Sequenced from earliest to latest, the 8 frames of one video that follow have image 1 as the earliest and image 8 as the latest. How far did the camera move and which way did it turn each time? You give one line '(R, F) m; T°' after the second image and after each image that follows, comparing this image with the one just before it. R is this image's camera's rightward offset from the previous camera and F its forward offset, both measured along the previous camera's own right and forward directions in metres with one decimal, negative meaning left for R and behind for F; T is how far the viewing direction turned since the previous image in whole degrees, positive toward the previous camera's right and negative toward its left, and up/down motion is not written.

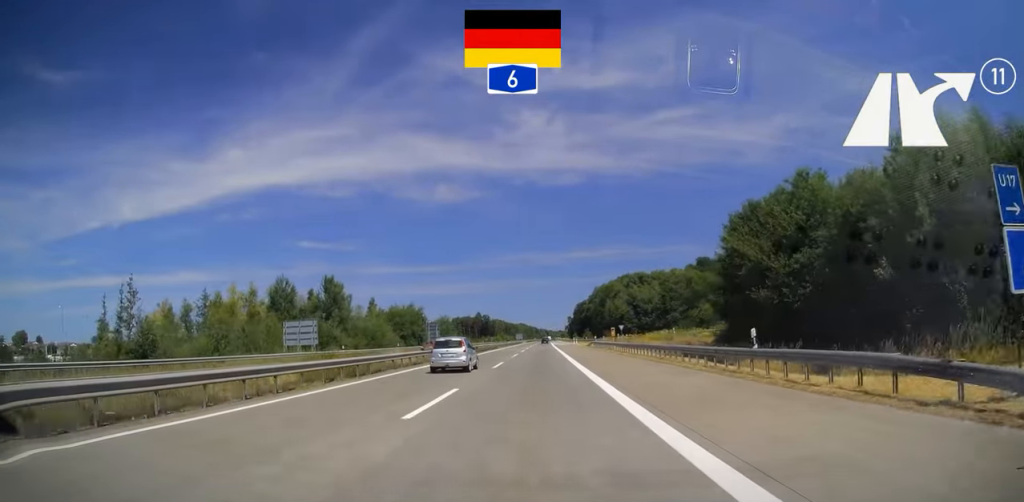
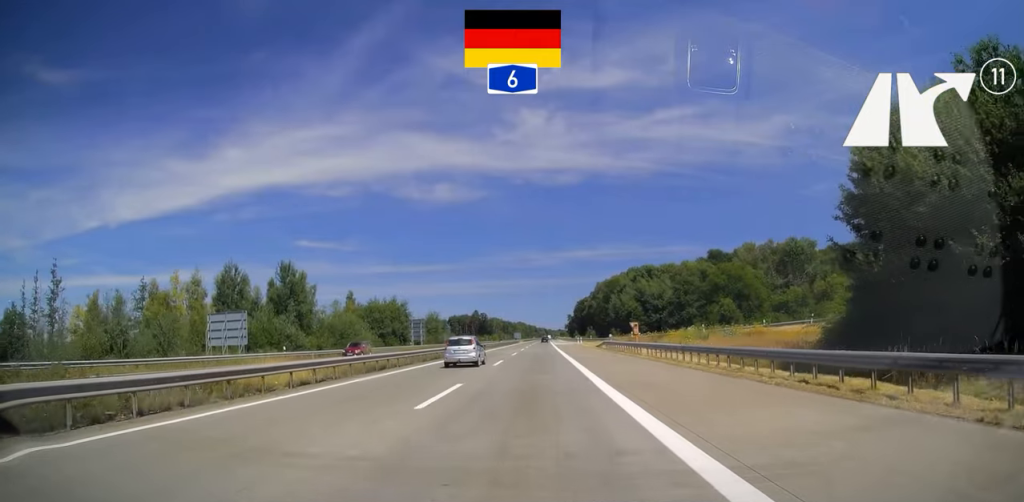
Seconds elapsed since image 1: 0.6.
(0.0, +16.6) m; 0°
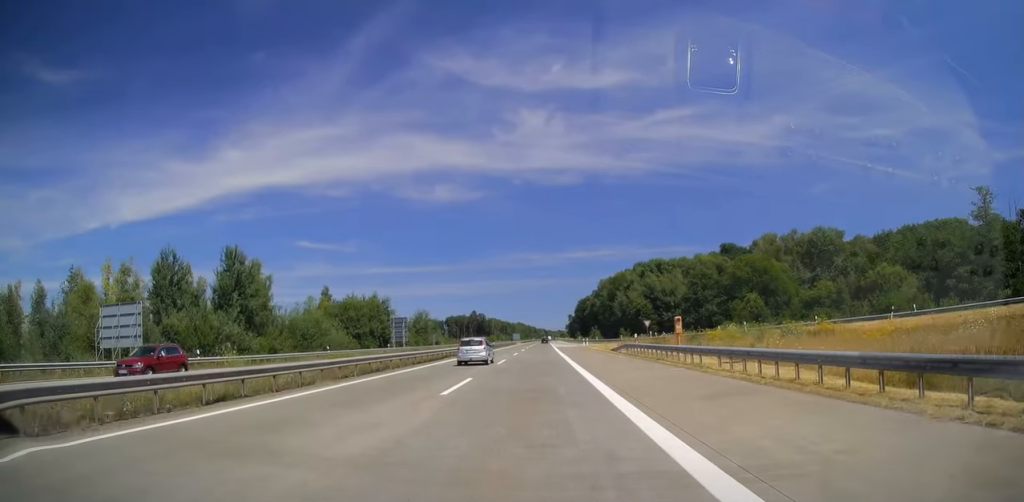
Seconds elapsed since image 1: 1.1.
(0.0, +15.1) m; 0°
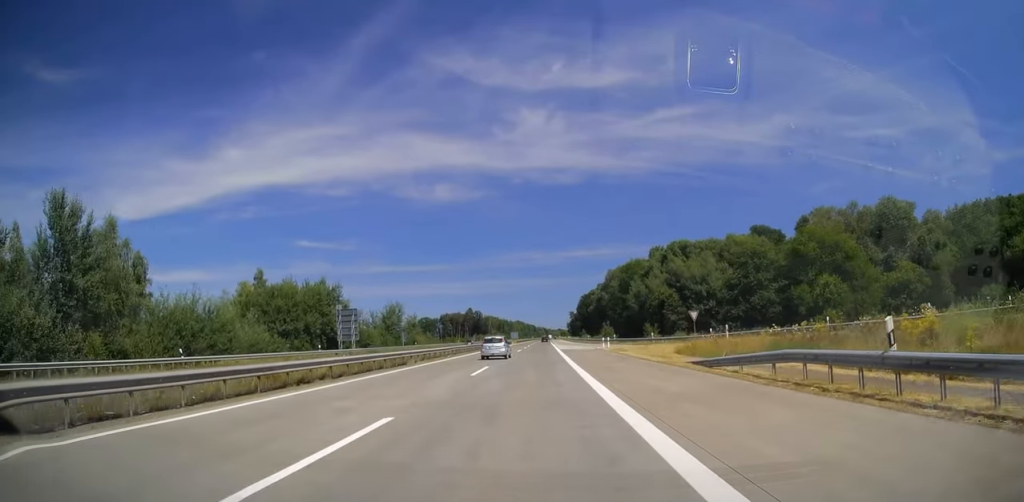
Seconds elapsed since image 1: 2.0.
(0.0, +28.6) m; 0°
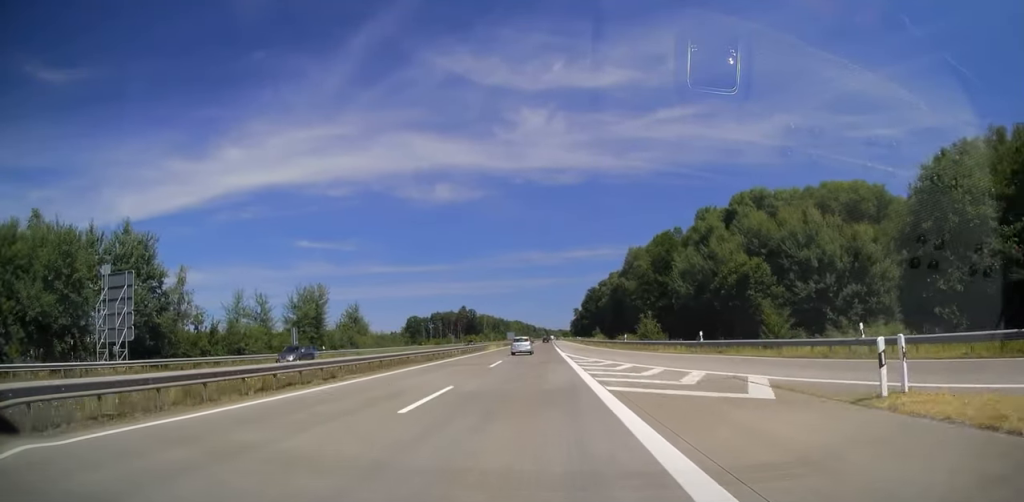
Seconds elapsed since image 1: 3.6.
(0.0, +47.0) m; 0°
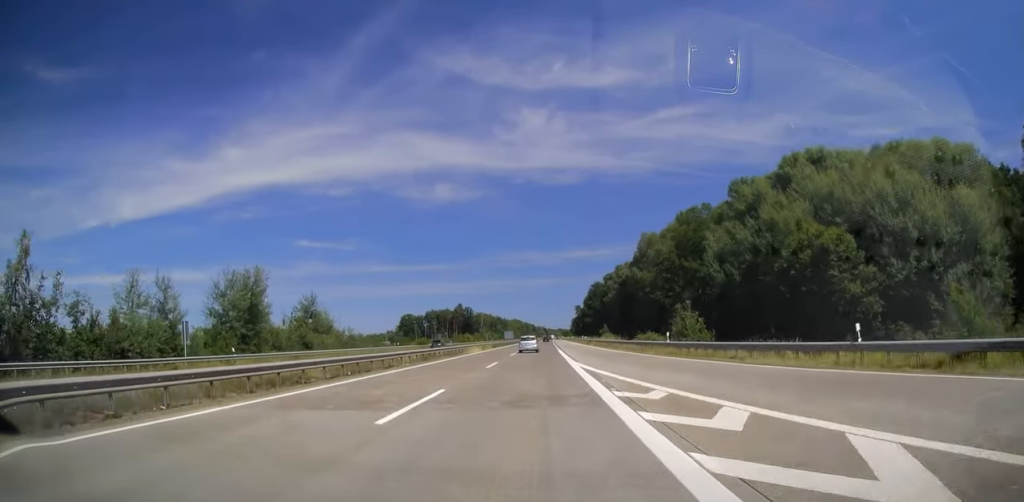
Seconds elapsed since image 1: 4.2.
(-0.2, +19.8) m; 0°
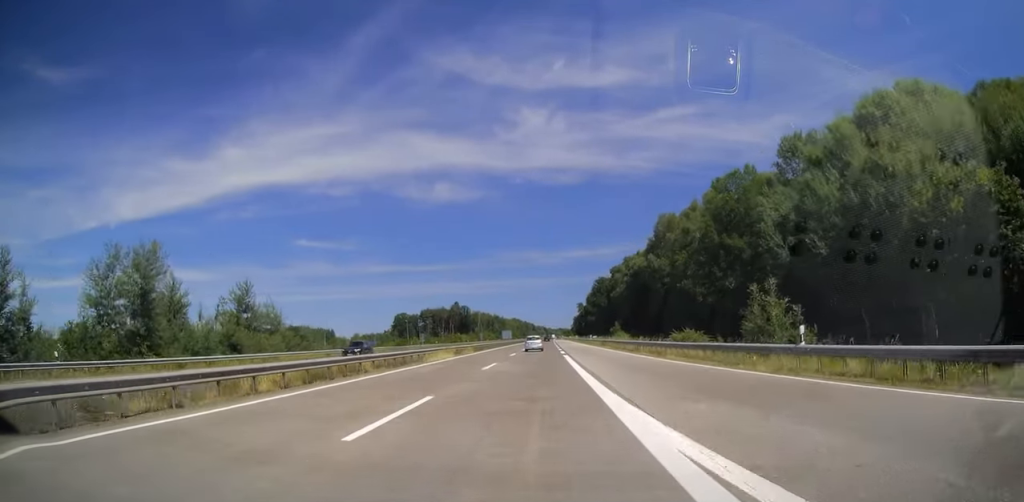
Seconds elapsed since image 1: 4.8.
(-0.2, +19.8) m; 0°
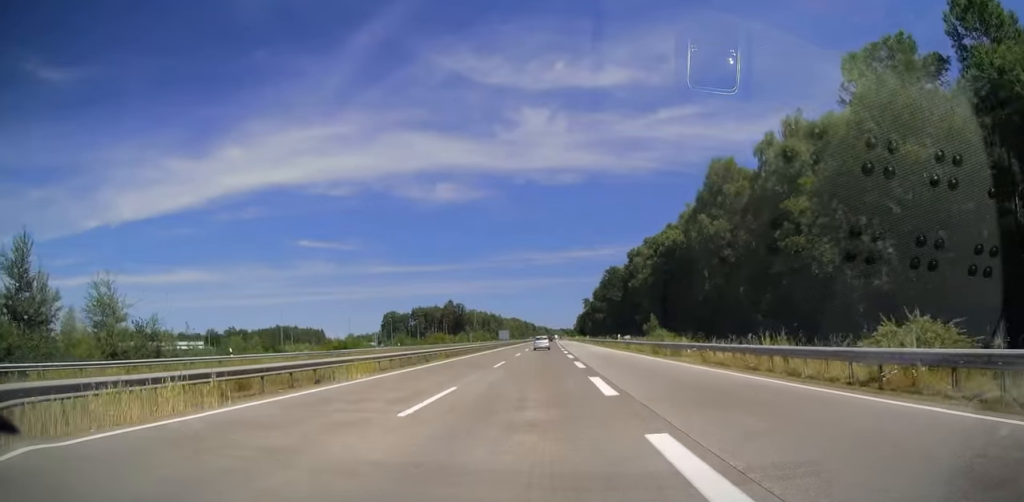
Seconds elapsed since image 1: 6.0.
(+0.4, +33.9) m; +1°
